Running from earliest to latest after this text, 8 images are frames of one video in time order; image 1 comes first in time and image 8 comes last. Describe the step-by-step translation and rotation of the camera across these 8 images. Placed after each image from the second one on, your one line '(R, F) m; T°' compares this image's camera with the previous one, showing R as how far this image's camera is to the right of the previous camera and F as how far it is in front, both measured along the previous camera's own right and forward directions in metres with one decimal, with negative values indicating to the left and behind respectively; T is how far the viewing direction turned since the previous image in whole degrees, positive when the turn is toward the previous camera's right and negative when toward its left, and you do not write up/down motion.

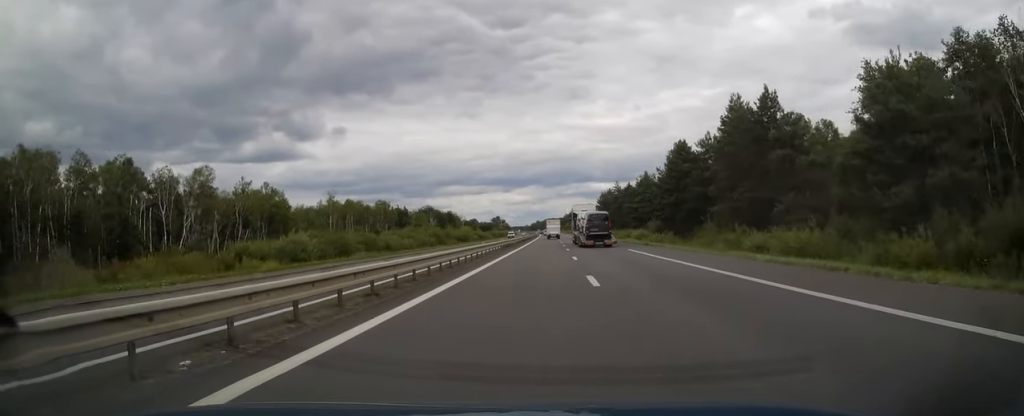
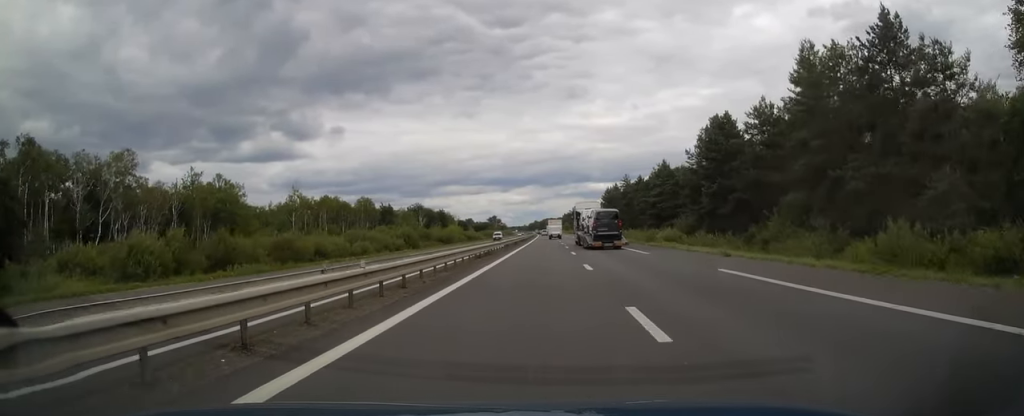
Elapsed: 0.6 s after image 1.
(0.0, +20.1) m; 0°
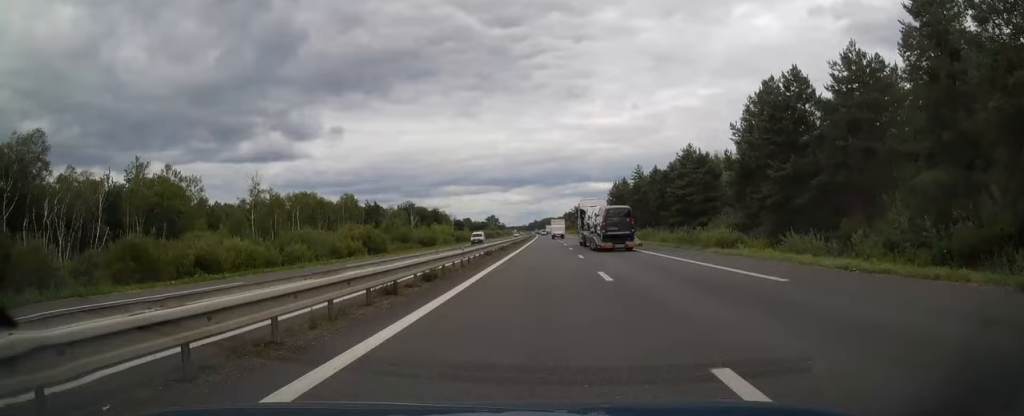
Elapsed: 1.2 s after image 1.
(0.0, +17.5) m; 0°
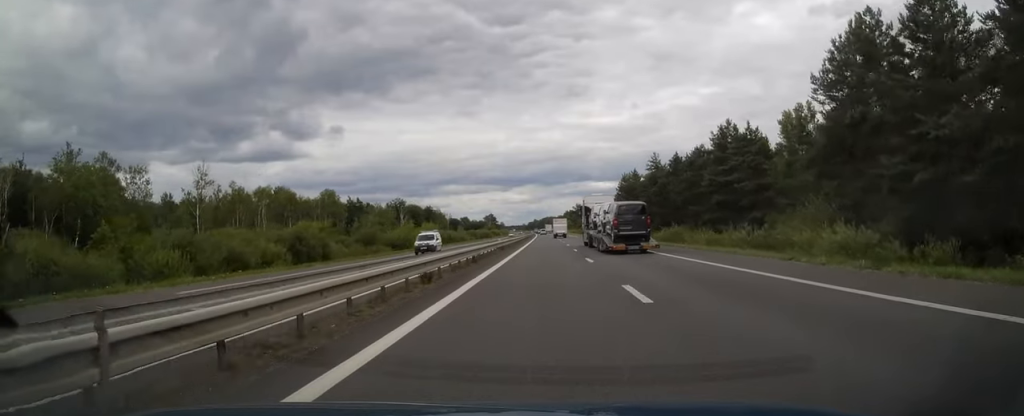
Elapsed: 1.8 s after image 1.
(-0.1, +17.6) m; 0°
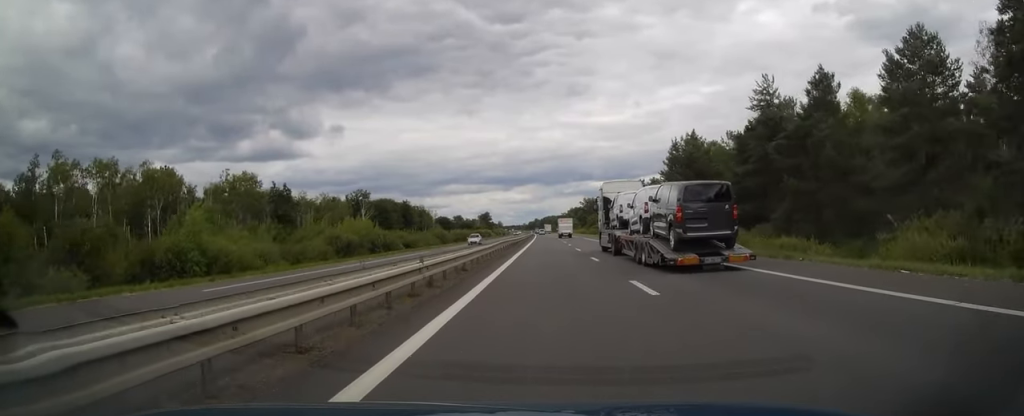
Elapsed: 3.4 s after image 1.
(0.0, +50.6) m; 0°
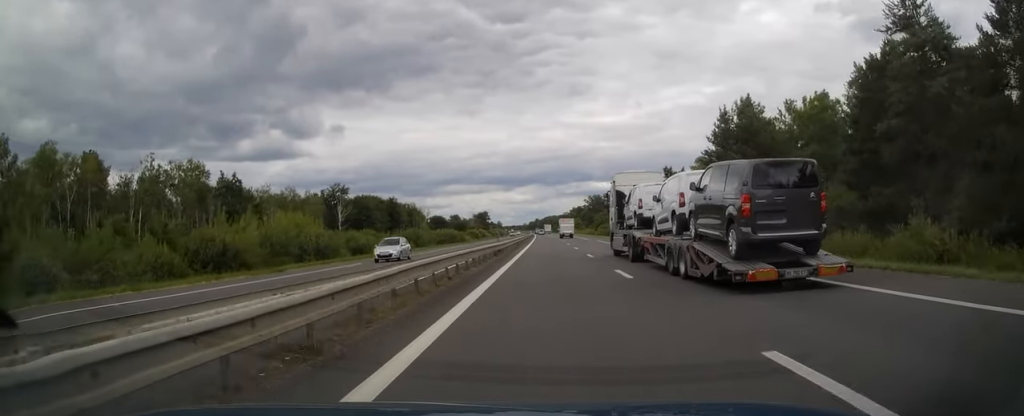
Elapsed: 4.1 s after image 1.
(-0.2, +21.7) m; 0°
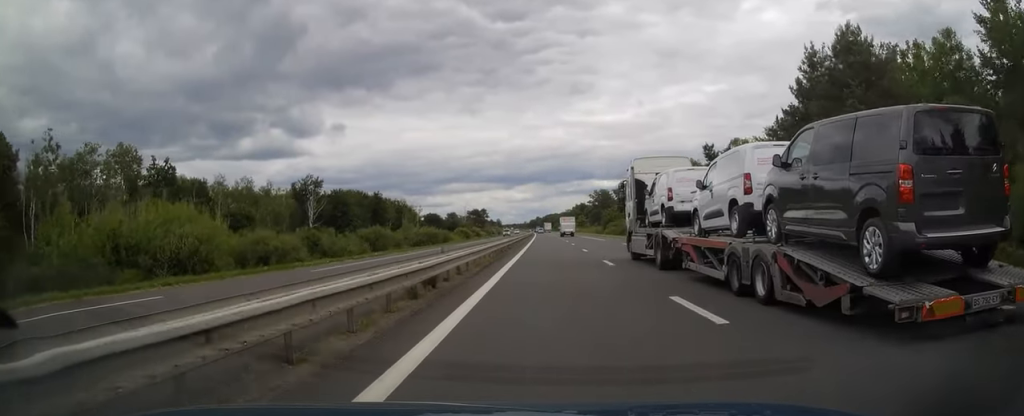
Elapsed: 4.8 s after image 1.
(+0.1, +20.8) m; 0°
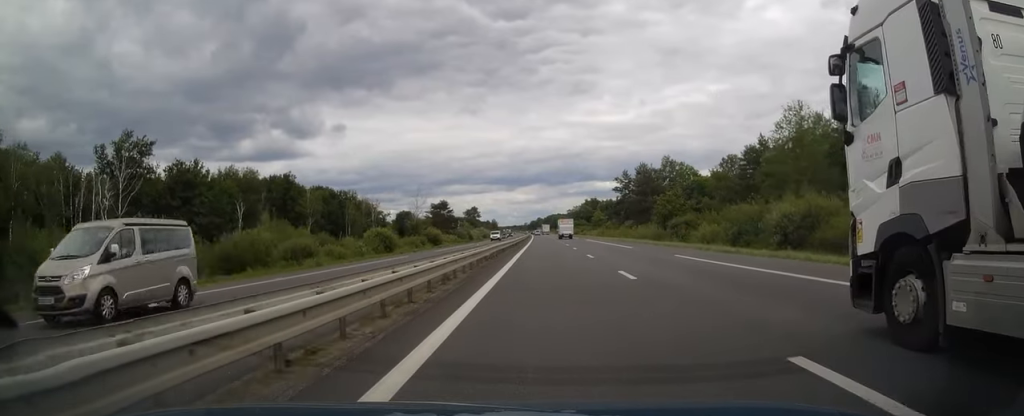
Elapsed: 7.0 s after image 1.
(-0.4, +70.2) m; -1°
